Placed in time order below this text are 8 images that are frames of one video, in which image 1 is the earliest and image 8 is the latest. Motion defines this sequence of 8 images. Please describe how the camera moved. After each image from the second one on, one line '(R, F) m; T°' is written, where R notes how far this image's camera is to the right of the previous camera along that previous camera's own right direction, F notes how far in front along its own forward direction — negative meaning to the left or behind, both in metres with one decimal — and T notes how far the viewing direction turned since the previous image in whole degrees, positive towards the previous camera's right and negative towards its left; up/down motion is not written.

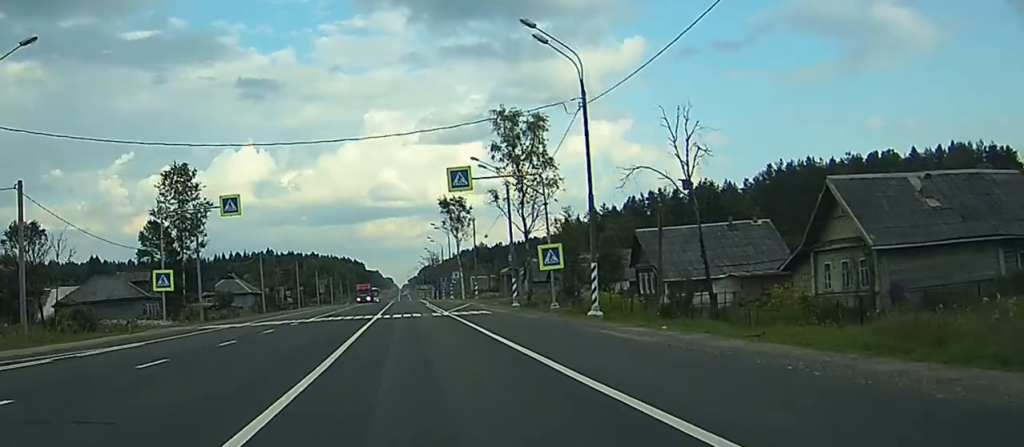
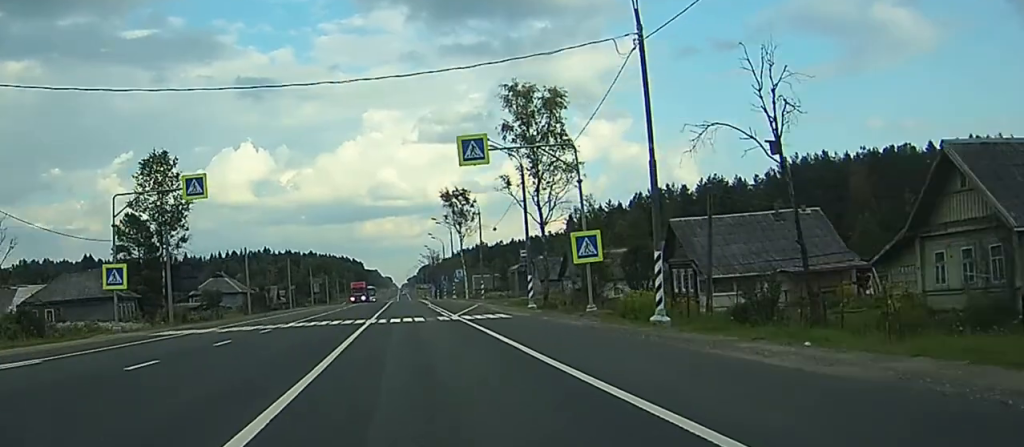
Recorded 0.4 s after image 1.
(-0.1, +8.1) m; +1°
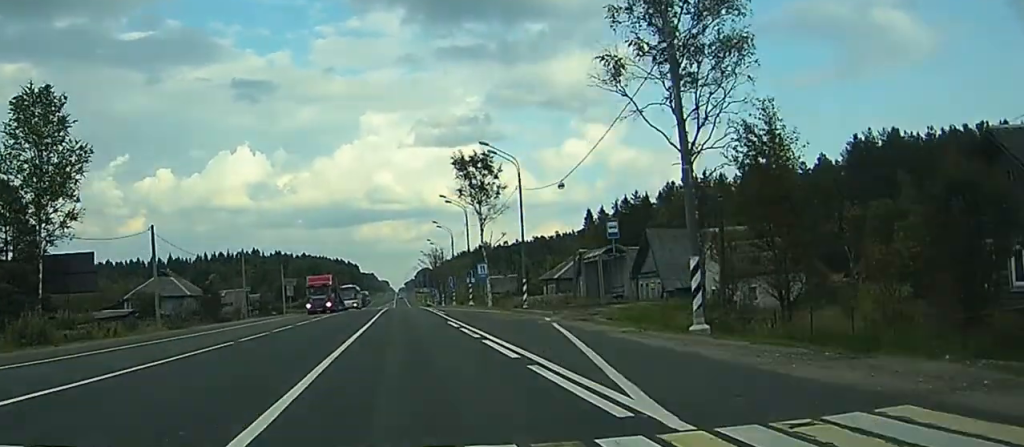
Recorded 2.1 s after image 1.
(+0.2, +31.5) m; -2°
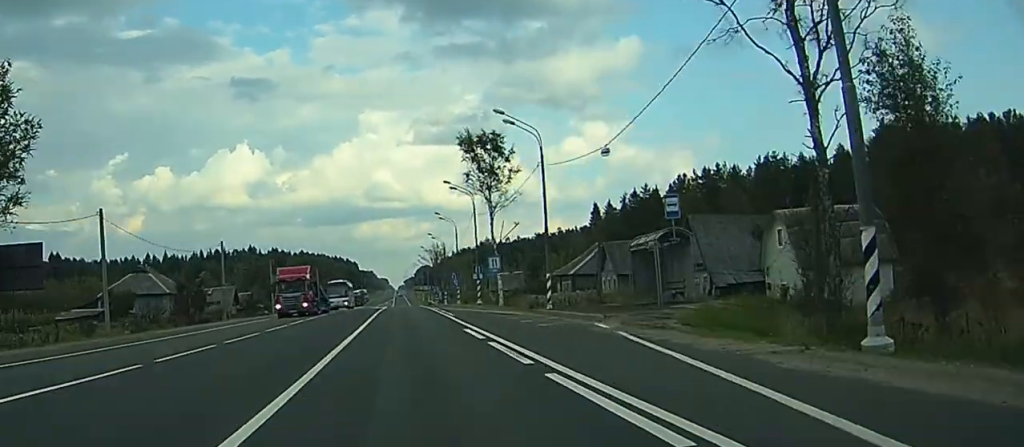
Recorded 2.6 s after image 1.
(-0.3, +10.2) m; -2°
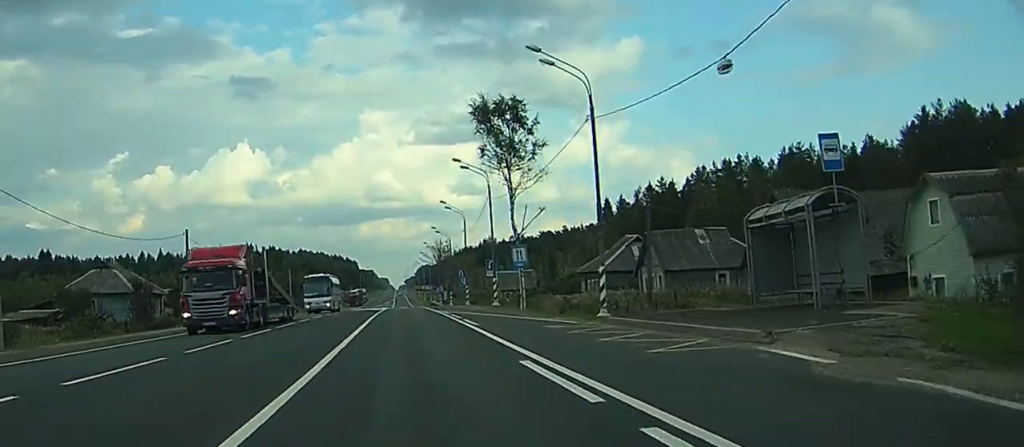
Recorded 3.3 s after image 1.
(0.0, +14.2) m; +1°
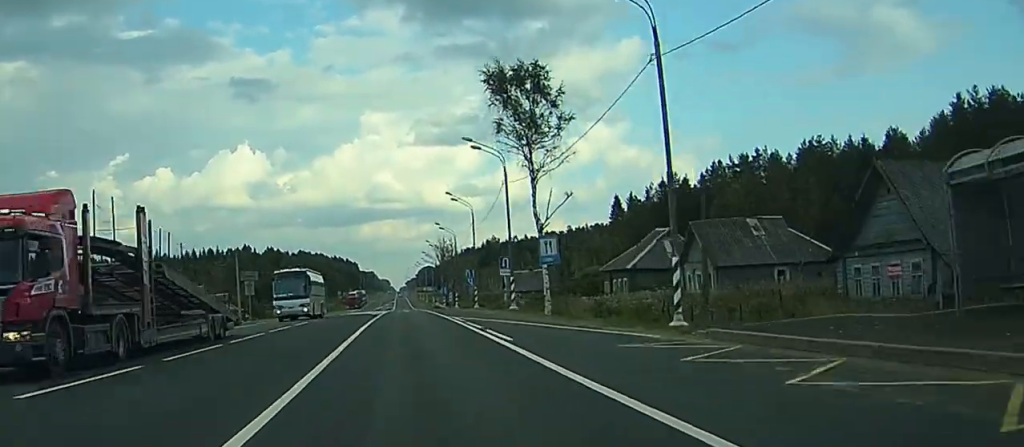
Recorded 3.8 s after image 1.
(0.0, +10.6) m; +1°
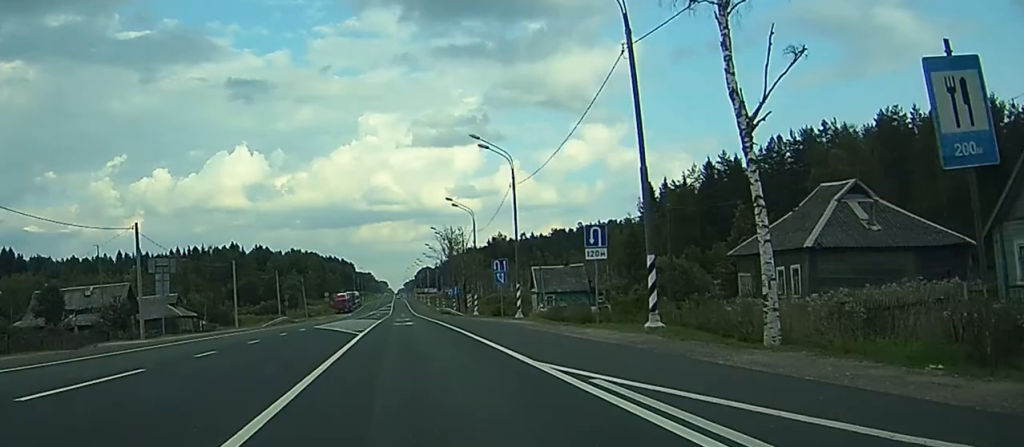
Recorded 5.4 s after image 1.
(+0.8, +33.1) m; +1°
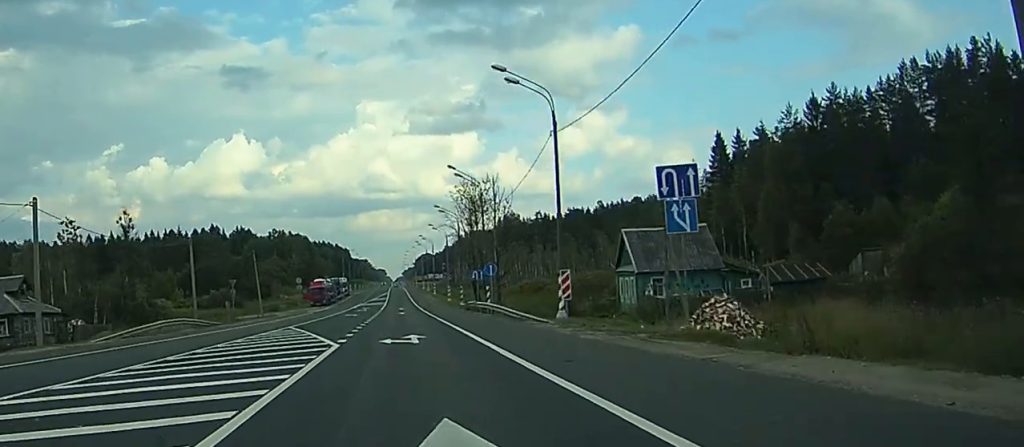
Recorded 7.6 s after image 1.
(-0.2, +46.0) m; 0°
